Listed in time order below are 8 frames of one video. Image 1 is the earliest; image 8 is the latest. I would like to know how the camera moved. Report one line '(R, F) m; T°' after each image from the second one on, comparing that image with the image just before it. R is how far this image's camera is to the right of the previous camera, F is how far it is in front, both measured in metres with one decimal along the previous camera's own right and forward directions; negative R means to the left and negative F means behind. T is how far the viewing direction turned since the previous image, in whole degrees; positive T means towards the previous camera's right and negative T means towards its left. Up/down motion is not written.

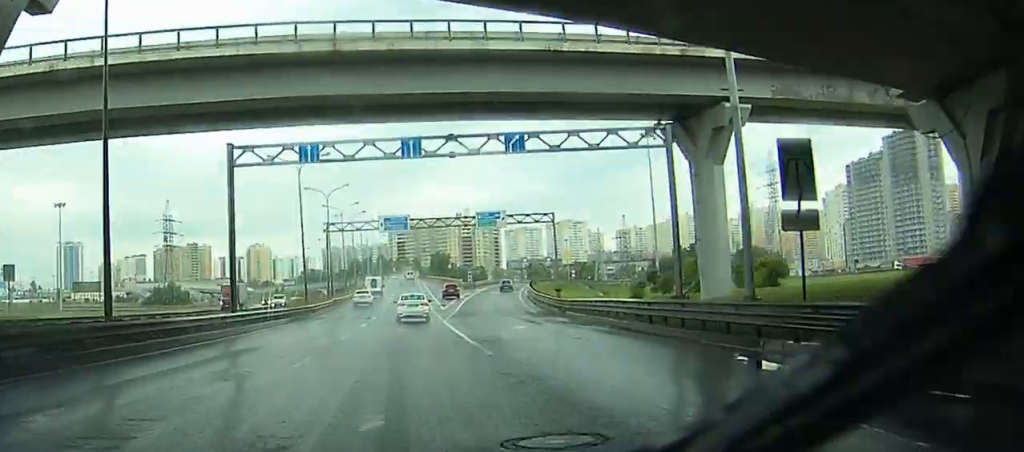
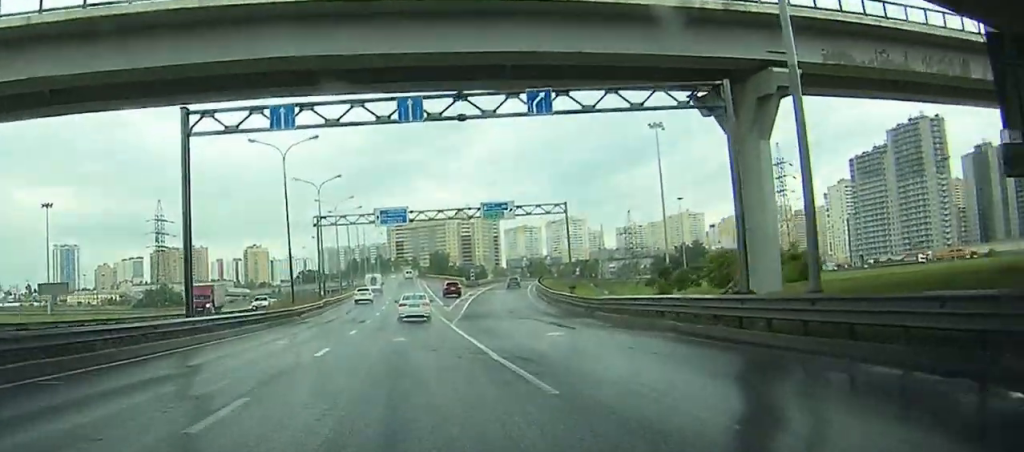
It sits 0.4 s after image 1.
(+0.1, +7.5) m; +1°
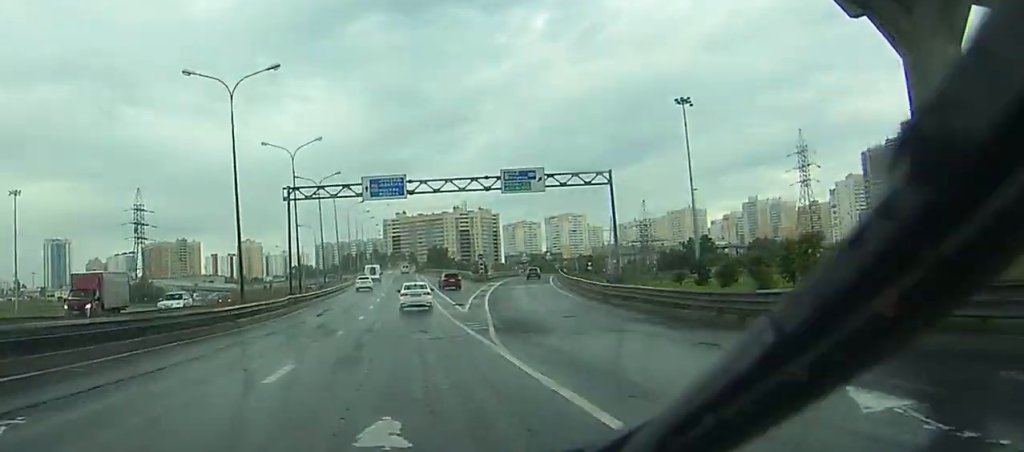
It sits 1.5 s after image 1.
(+0.3, +18.3) m; +1°
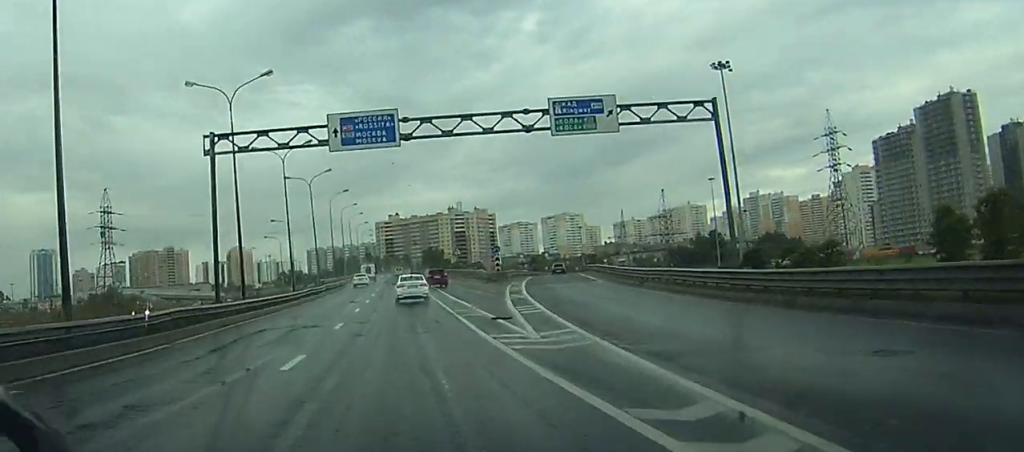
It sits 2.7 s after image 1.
(+0.2, +23.2) m; +1°
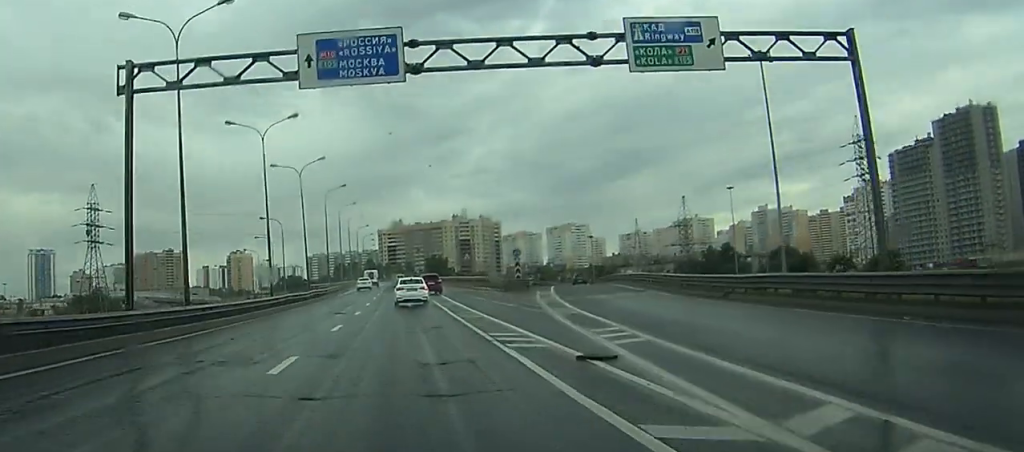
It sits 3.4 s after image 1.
(+0.1, +13.1) m; 0°
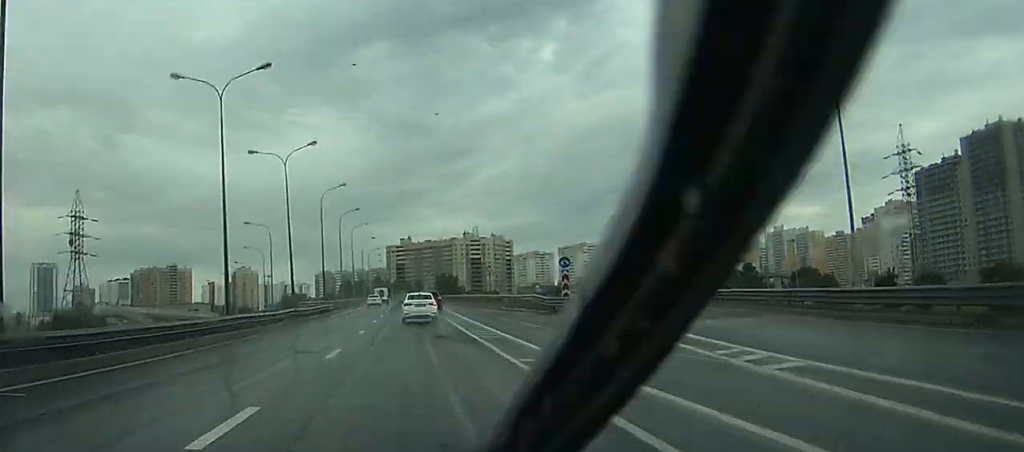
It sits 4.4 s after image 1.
(-0.1, +17.6) m; 0°
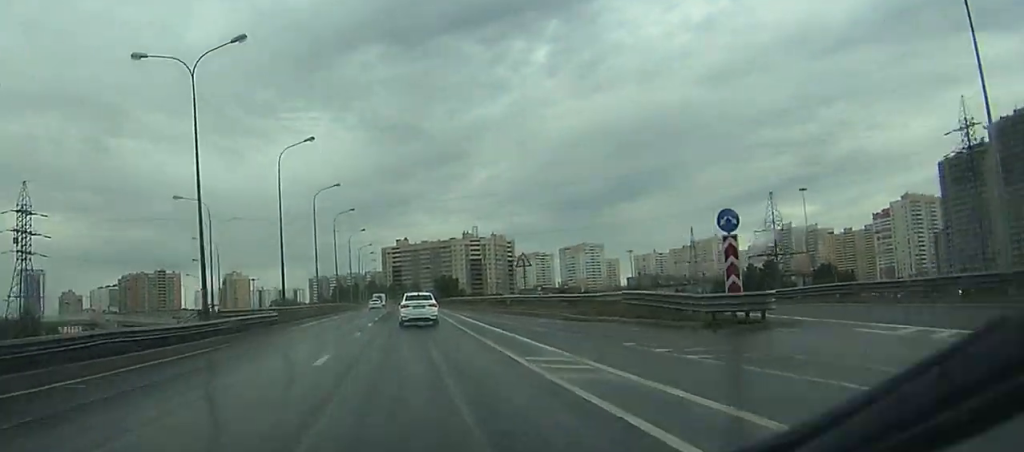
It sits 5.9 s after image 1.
(+0.3, +28.5) m; 0°
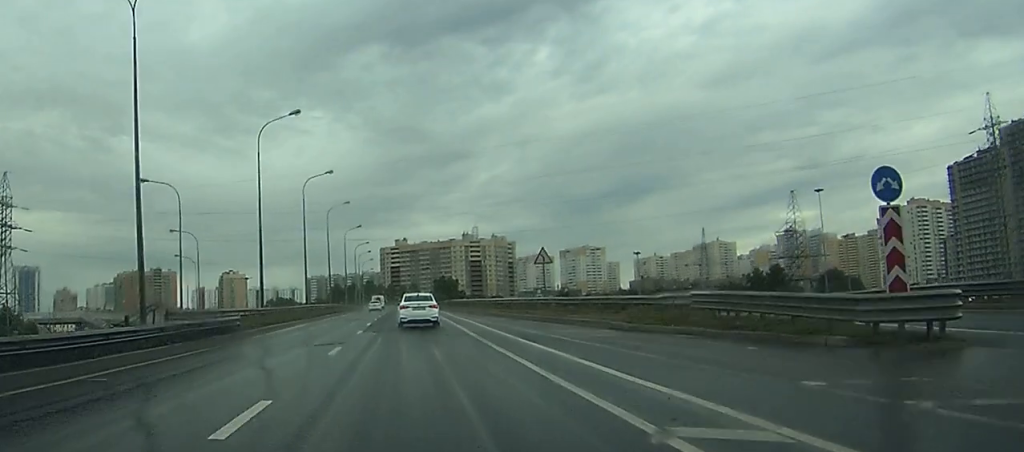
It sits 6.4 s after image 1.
(0.0, +9.2) m; 0°
